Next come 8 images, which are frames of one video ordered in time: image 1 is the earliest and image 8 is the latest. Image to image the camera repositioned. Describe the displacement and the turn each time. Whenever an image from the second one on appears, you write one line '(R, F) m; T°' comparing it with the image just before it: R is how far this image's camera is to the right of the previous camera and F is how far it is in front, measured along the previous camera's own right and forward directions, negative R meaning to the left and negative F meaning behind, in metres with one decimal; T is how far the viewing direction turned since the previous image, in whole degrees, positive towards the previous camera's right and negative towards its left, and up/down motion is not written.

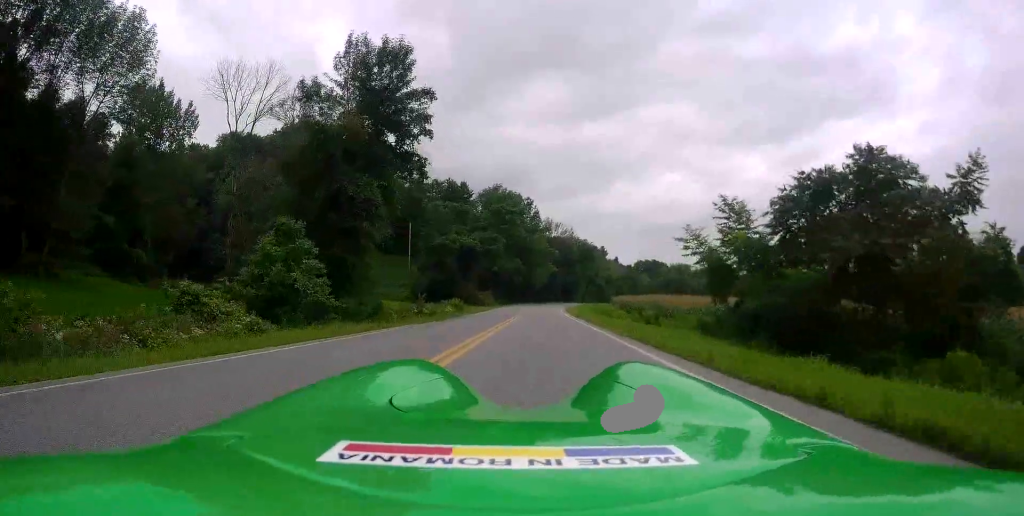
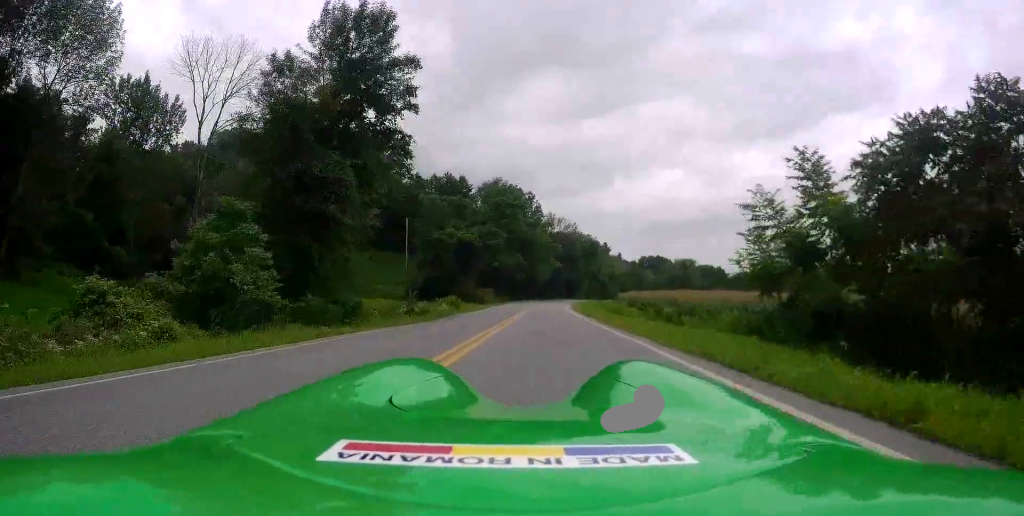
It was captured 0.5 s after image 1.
(0.0, +4.7) m; 0°
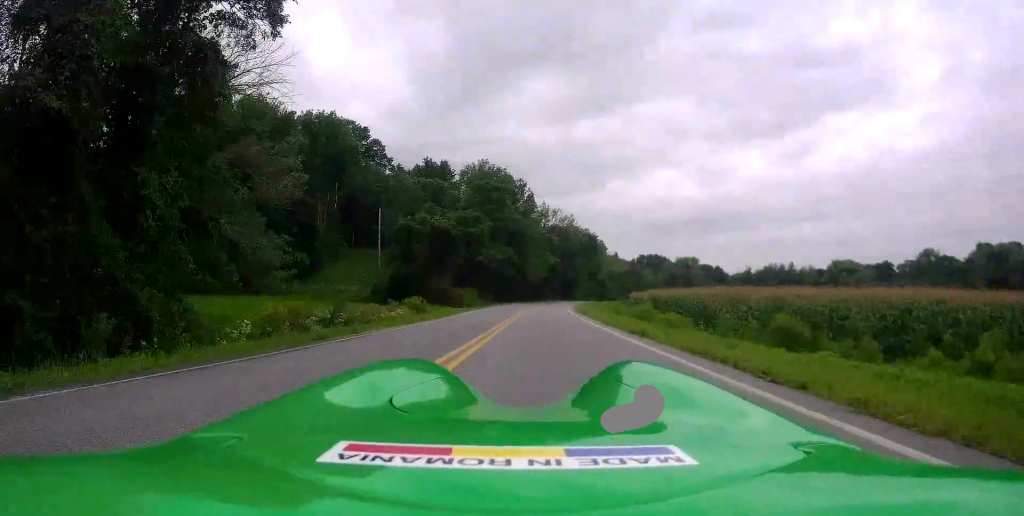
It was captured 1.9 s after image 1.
(-0.2, +14.5) m; 0°
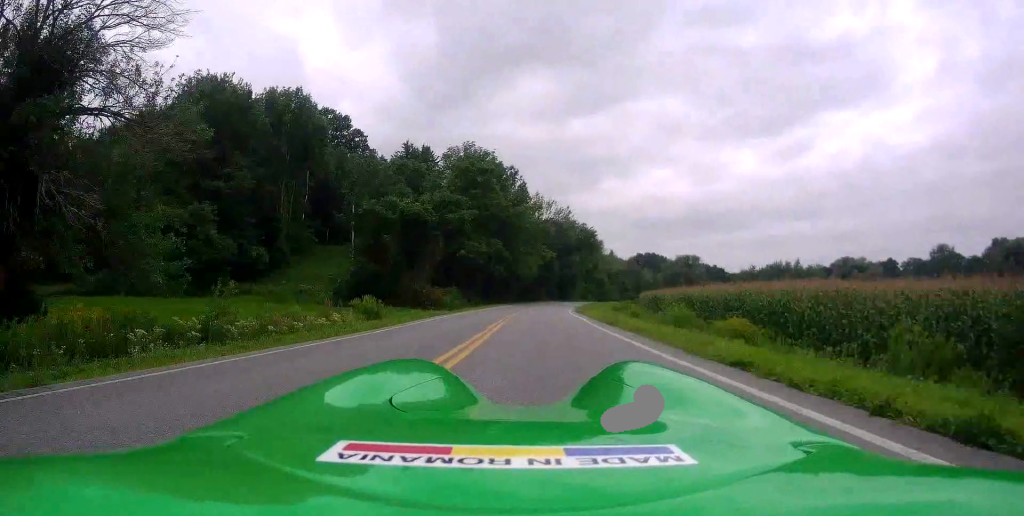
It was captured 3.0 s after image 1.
(+0.2, +10.9) m; +1°
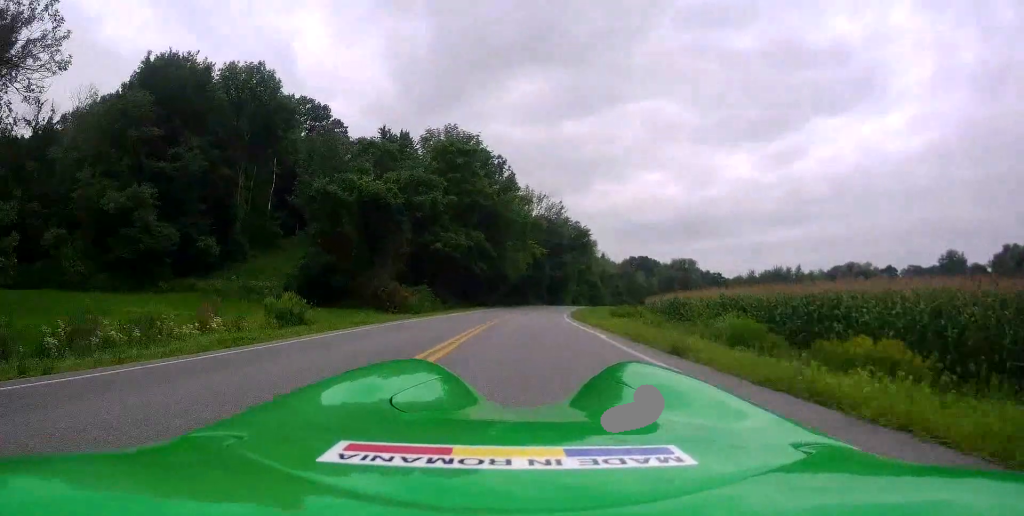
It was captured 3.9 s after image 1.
(-0.1, +9.2) m; -1°
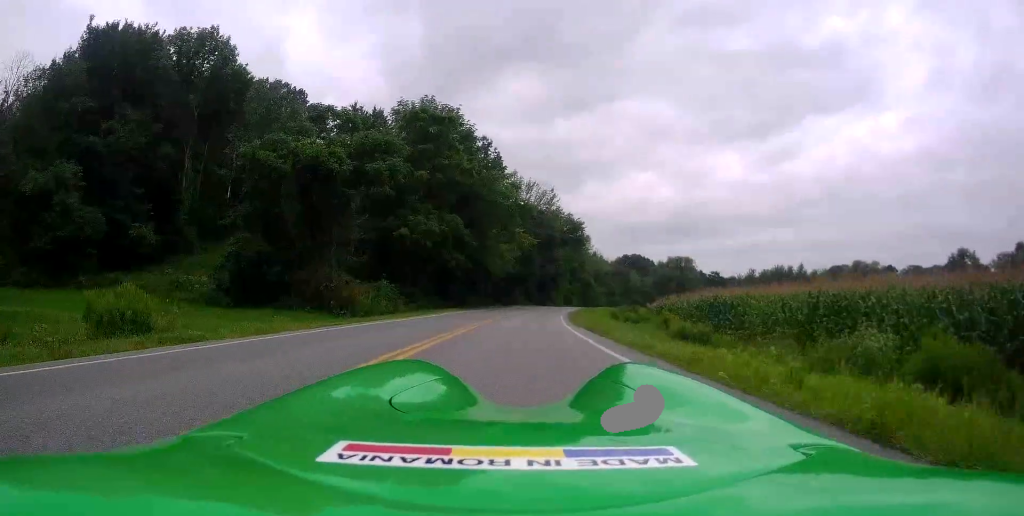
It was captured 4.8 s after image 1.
(-0.2, +9.5) m; +2°
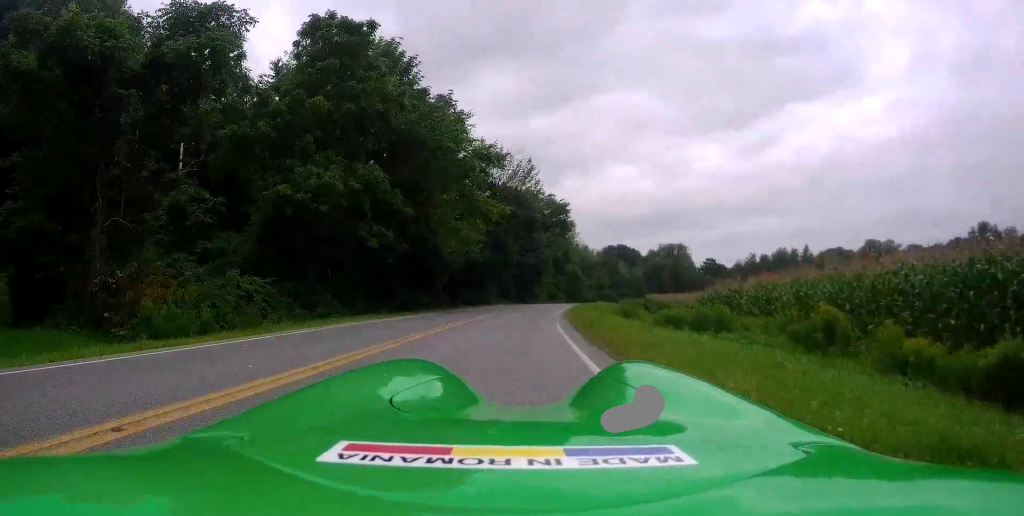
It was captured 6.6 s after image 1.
(+1.0, +17.5) m; +3°
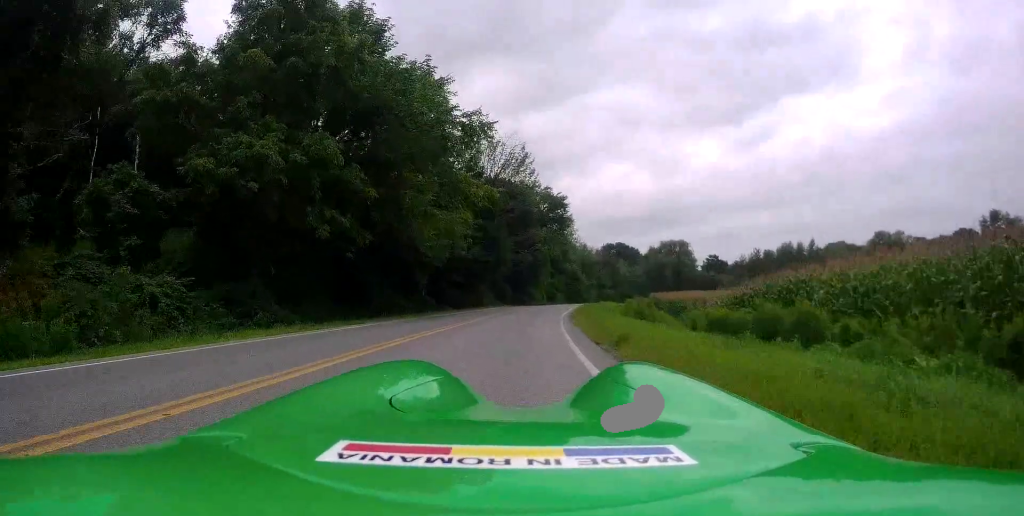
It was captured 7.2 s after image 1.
(-0.2, +6.1) m; -1°
